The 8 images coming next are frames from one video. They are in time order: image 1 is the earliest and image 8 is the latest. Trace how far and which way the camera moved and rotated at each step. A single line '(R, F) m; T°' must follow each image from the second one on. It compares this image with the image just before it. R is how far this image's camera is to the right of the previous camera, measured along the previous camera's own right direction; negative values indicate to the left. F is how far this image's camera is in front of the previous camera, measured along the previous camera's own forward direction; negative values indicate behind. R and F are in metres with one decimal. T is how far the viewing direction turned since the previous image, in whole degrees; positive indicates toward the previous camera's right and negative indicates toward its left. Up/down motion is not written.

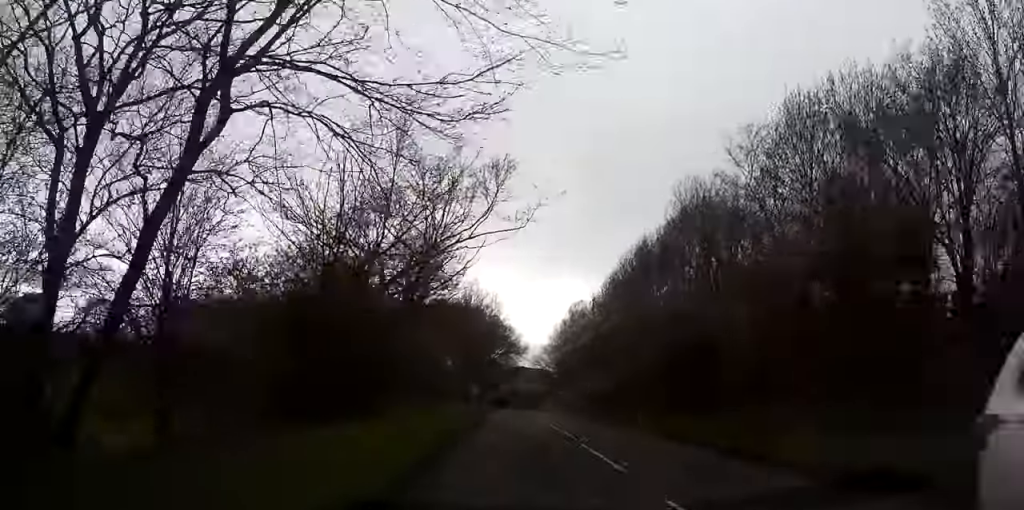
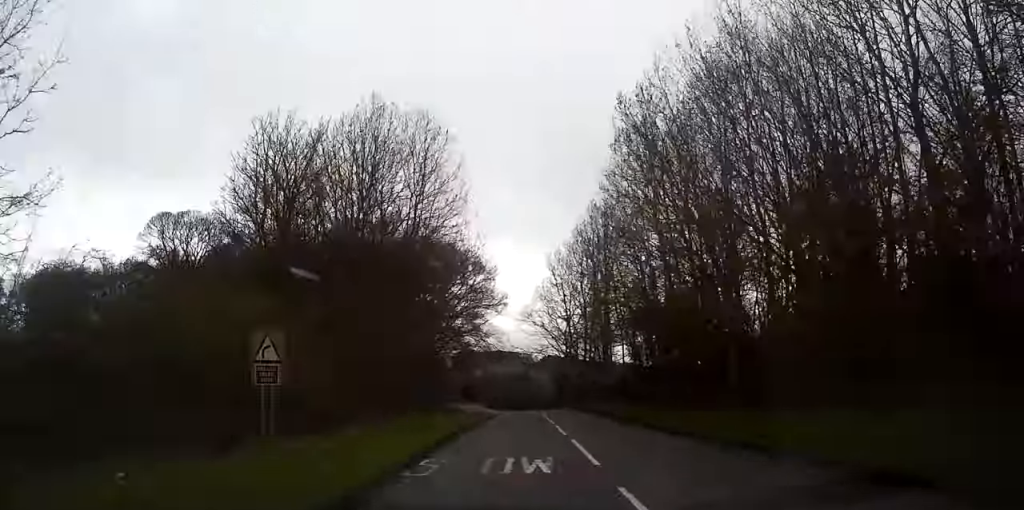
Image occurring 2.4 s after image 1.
(+0.2, +61.1) m; 0°
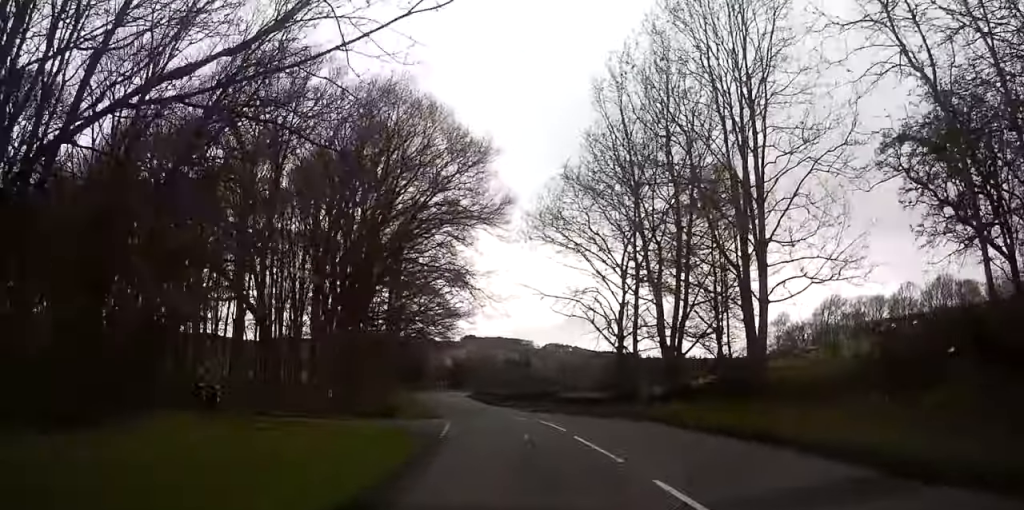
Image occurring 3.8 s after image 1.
(+0.4, +36.3) m; +1°
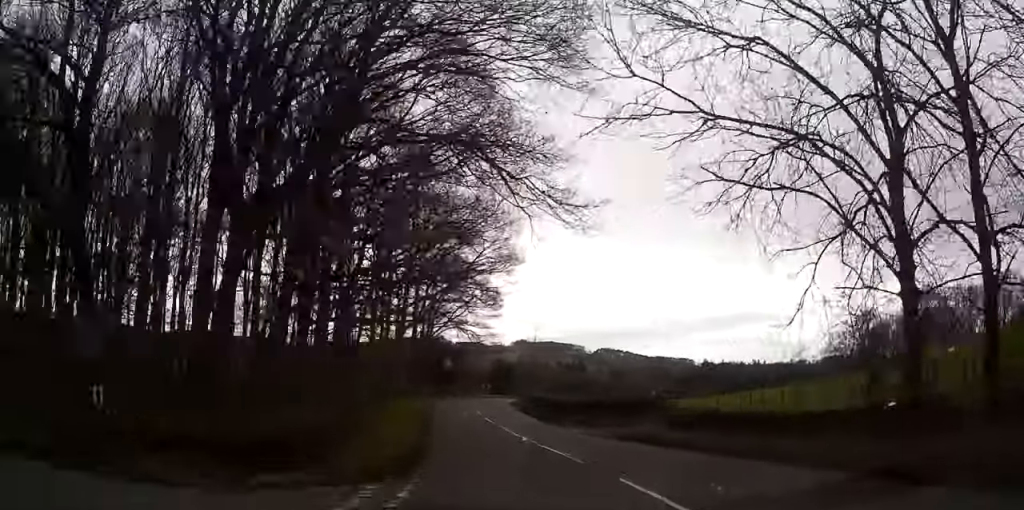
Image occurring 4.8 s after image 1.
(0.0, +24.0) m; -1°
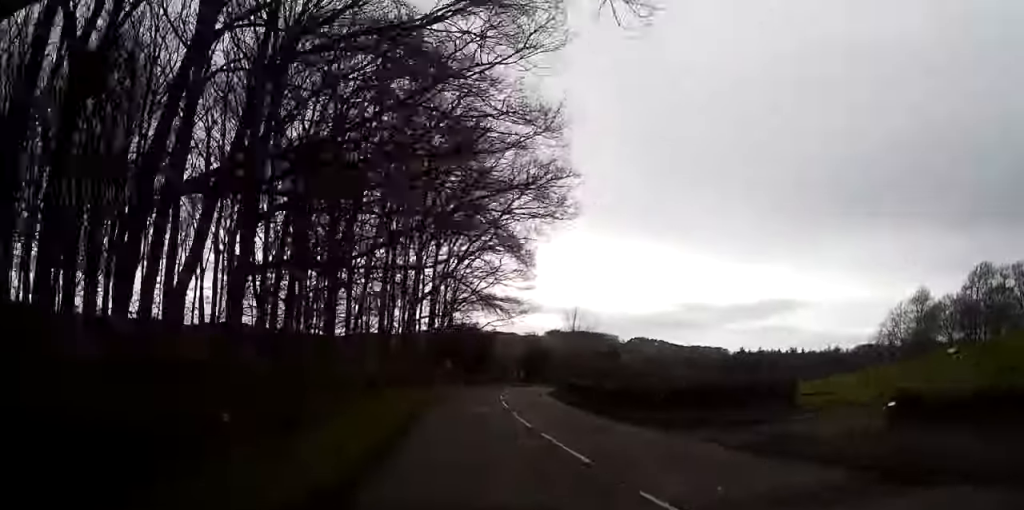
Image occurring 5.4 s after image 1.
(+0.1, +13.0) m; -2°
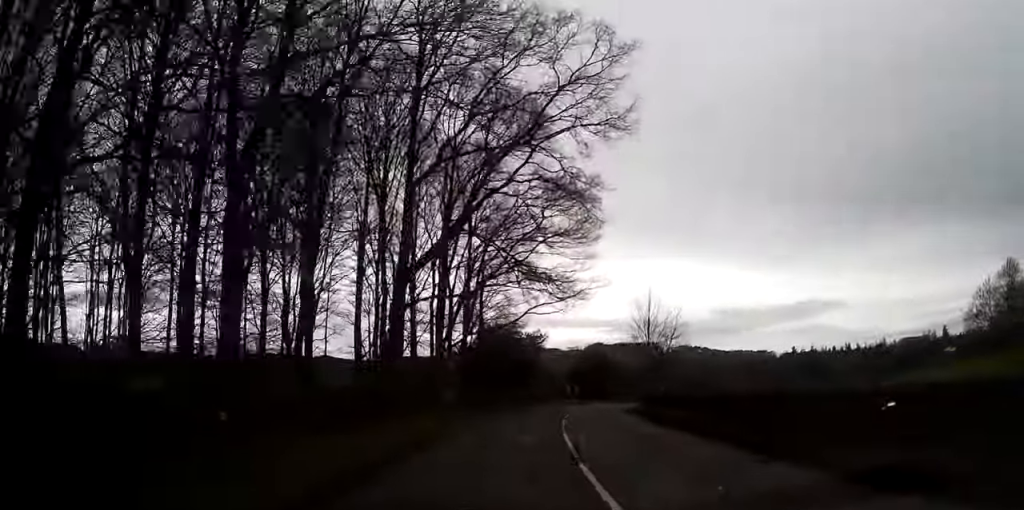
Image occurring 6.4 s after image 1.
(-0.9, +22.9) m; -4°
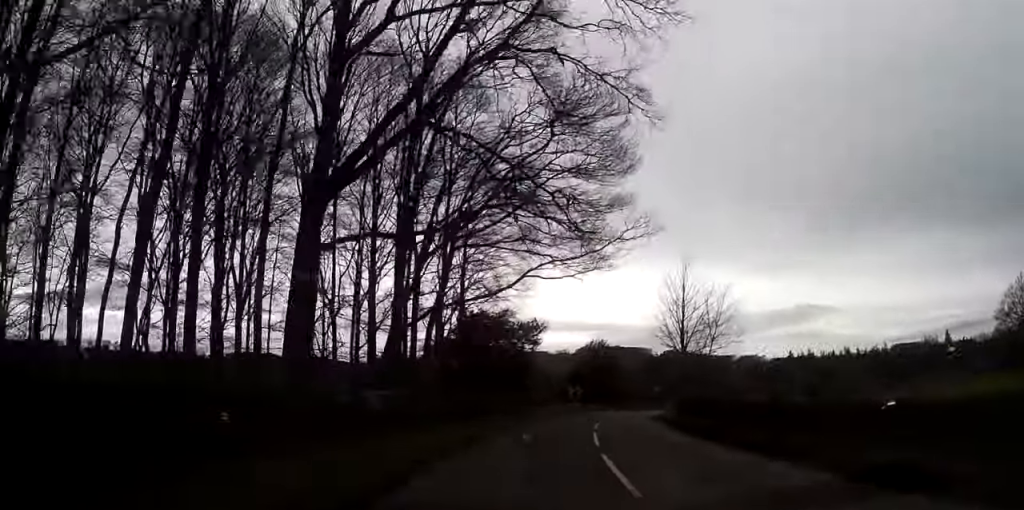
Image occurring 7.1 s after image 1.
(-0.3, +14.7) m; +1°
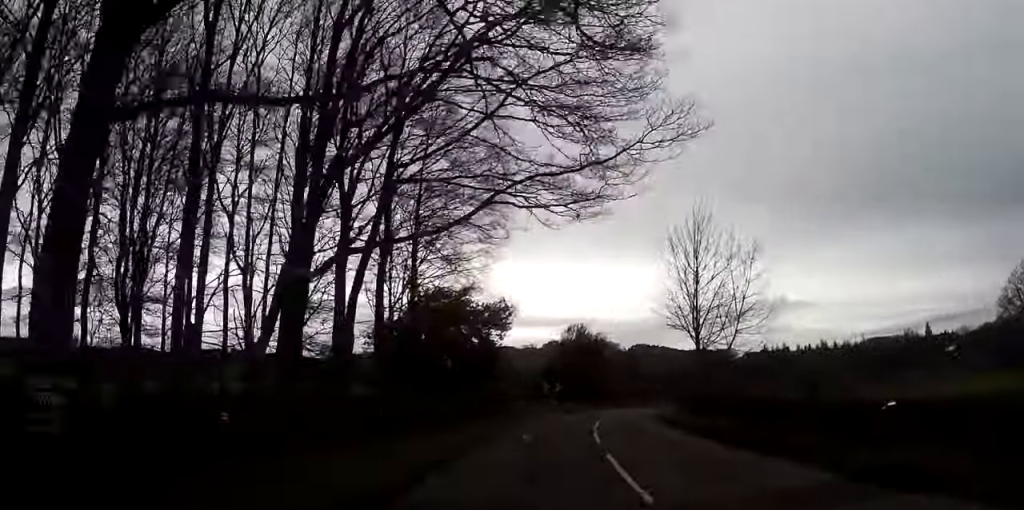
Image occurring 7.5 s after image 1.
(-0.2, +10.3) m; +1°
